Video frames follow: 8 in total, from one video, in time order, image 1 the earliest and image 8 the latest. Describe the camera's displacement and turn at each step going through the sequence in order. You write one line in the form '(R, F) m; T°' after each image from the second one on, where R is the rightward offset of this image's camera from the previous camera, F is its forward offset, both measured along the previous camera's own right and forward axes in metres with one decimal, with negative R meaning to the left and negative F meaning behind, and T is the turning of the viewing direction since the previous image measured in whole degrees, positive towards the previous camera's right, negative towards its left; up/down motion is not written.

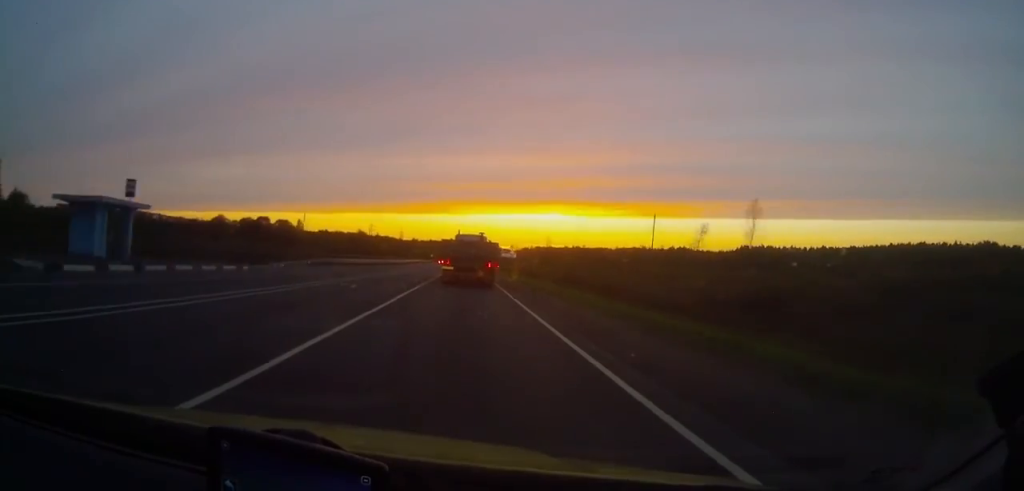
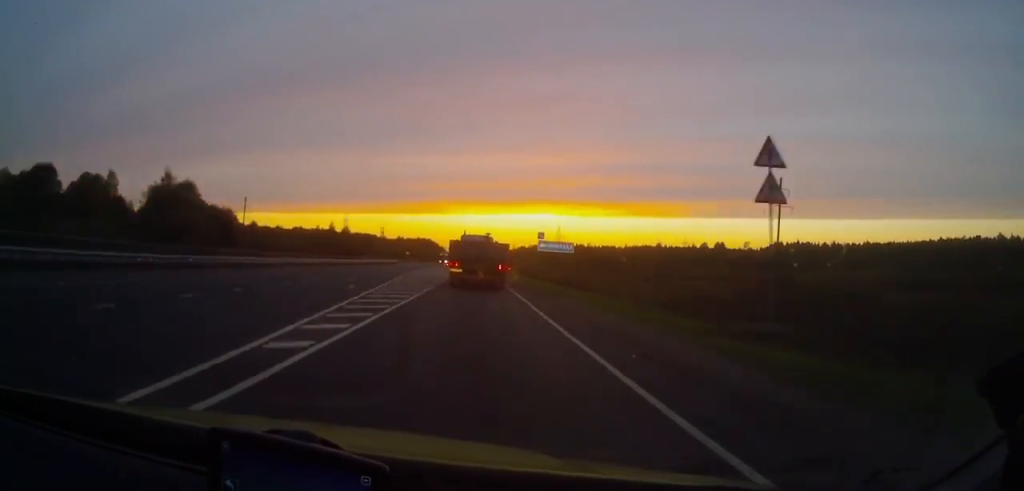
(+0.1, +84.9) m; +1°
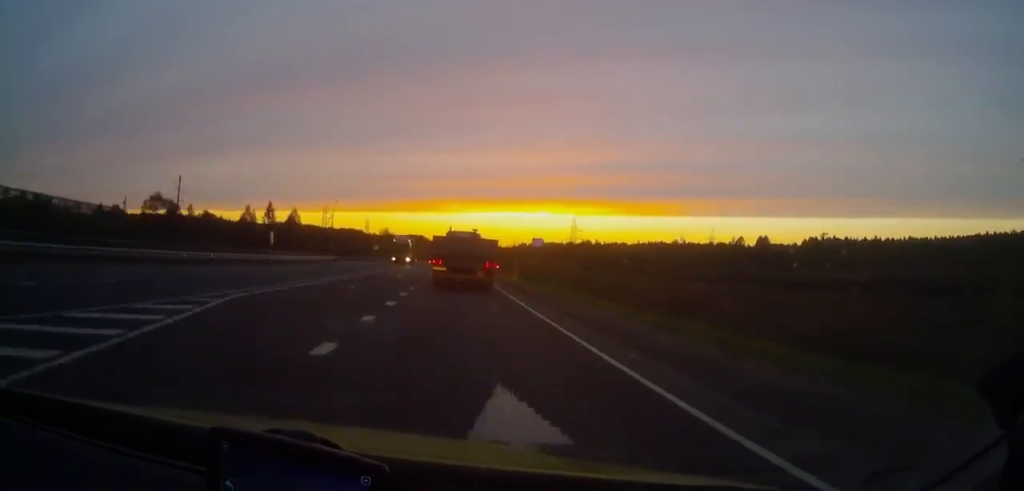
(+0.7, +61.7) m; 0°
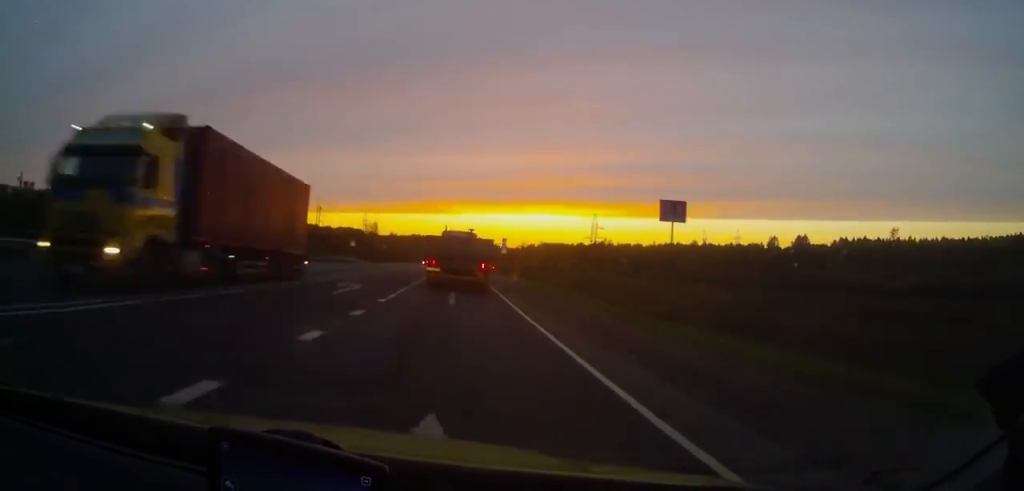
(+0.4, +35.3) m; 0°
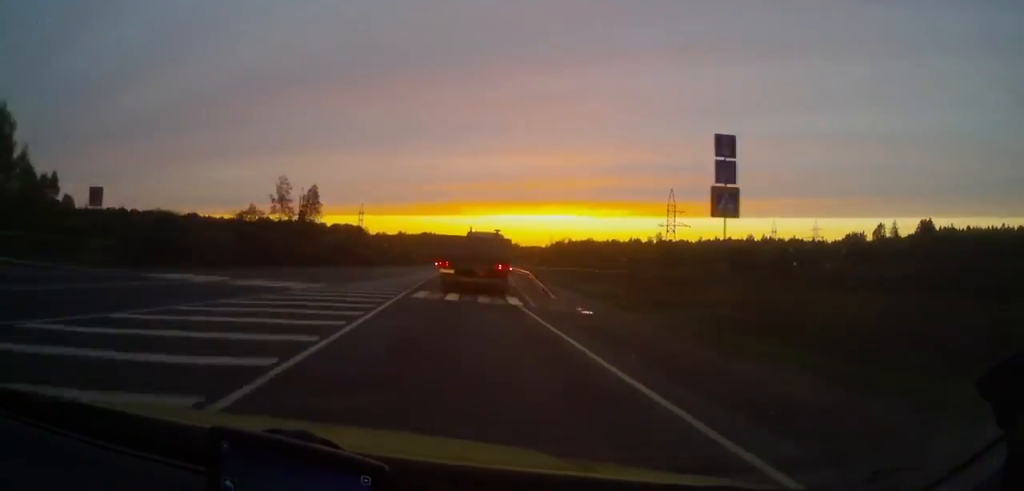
(-1.1, +84.9) m; -1°
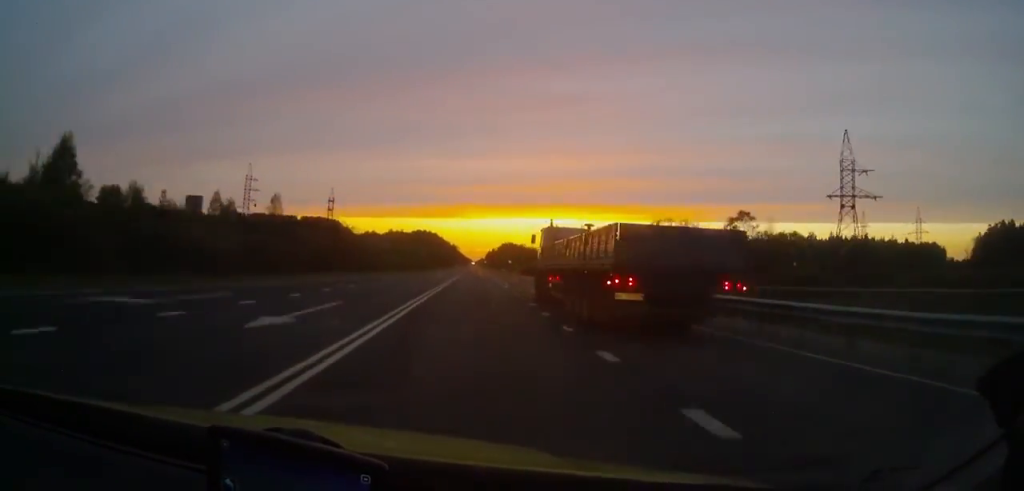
(-0.7, +89.0) m; 0°
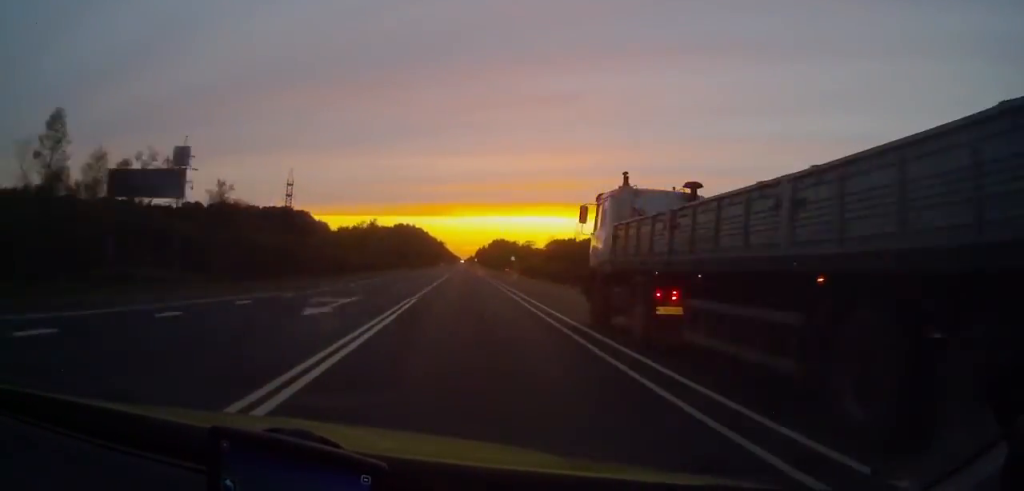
(+0.4, +50.9) m; 0°
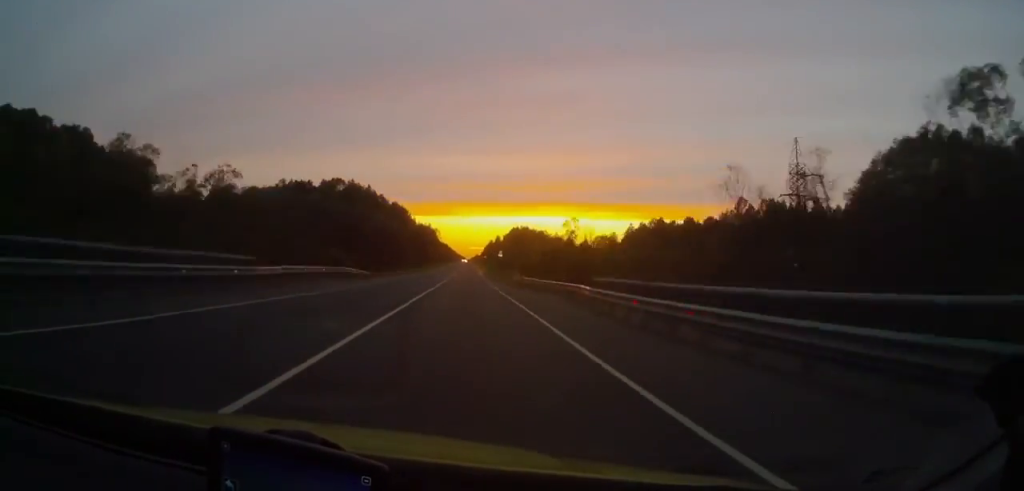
(+0.4, +205.0) m; 0°
